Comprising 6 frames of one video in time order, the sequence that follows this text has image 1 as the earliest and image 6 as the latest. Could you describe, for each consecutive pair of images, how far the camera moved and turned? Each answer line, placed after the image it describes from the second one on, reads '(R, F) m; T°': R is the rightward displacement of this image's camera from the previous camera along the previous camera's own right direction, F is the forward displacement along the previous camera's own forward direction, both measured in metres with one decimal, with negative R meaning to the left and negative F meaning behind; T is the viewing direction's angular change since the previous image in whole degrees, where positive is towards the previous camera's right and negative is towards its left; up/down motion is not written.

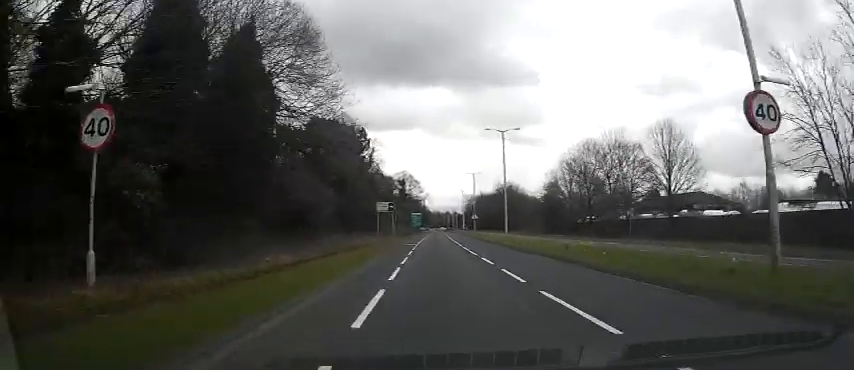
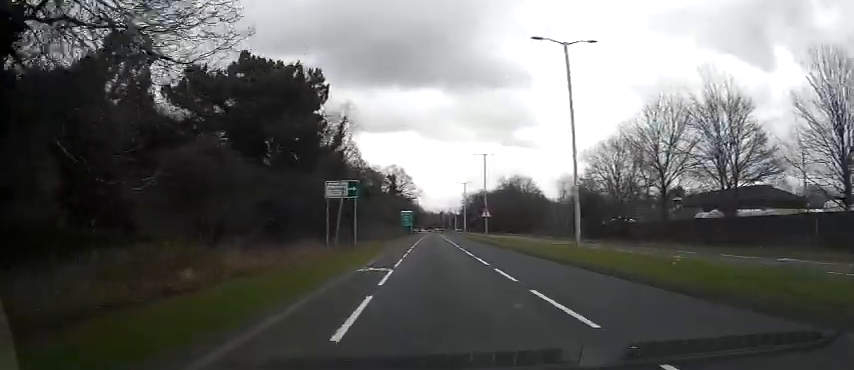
(-0.2, +24.1) m; -2°
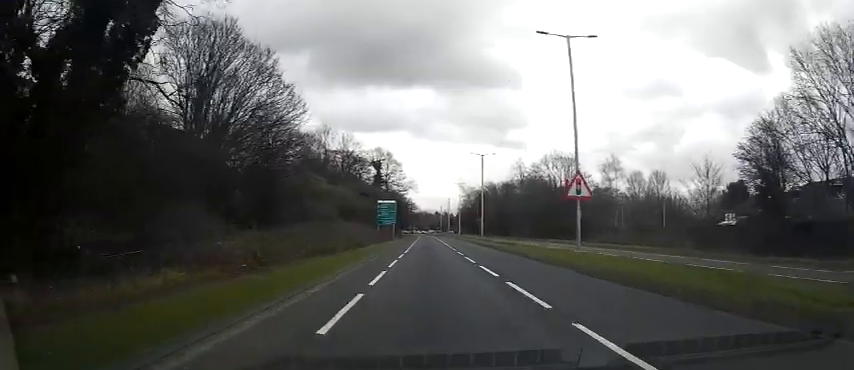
(0.0, +39.3) m; +1°
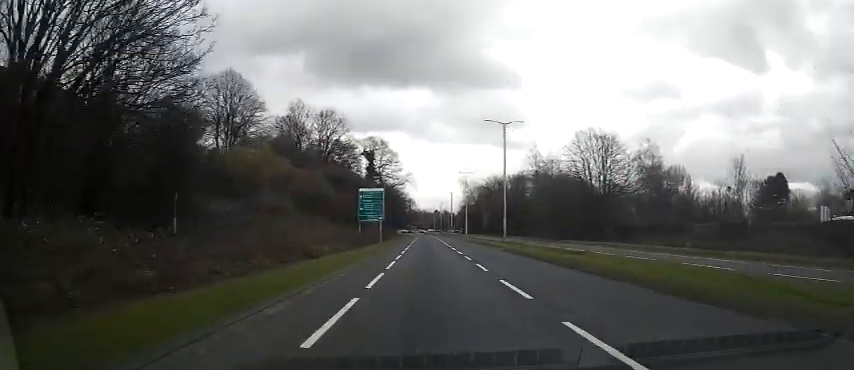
(+0.4, +17.7) m; +1°
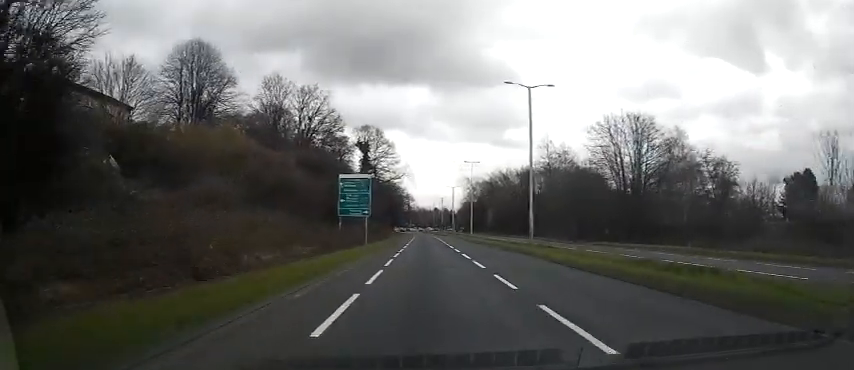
(-0.1, +10.7) m; 0°
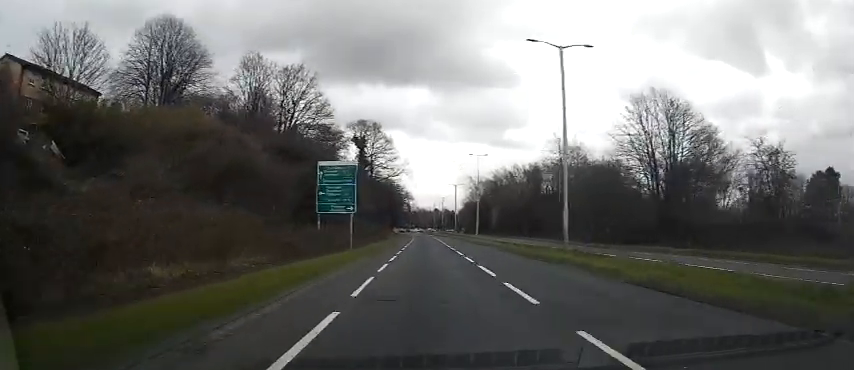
(-0.2, +7.5) m; 0°
